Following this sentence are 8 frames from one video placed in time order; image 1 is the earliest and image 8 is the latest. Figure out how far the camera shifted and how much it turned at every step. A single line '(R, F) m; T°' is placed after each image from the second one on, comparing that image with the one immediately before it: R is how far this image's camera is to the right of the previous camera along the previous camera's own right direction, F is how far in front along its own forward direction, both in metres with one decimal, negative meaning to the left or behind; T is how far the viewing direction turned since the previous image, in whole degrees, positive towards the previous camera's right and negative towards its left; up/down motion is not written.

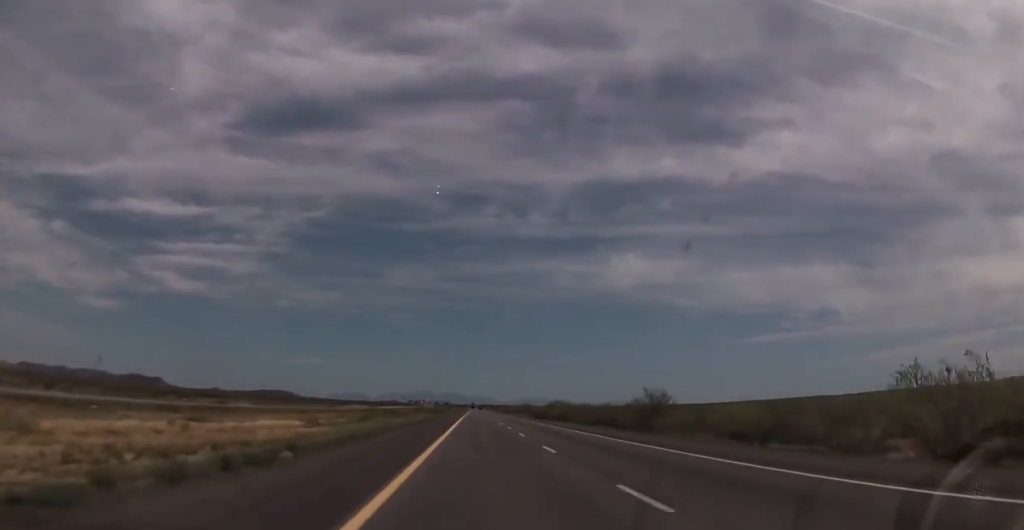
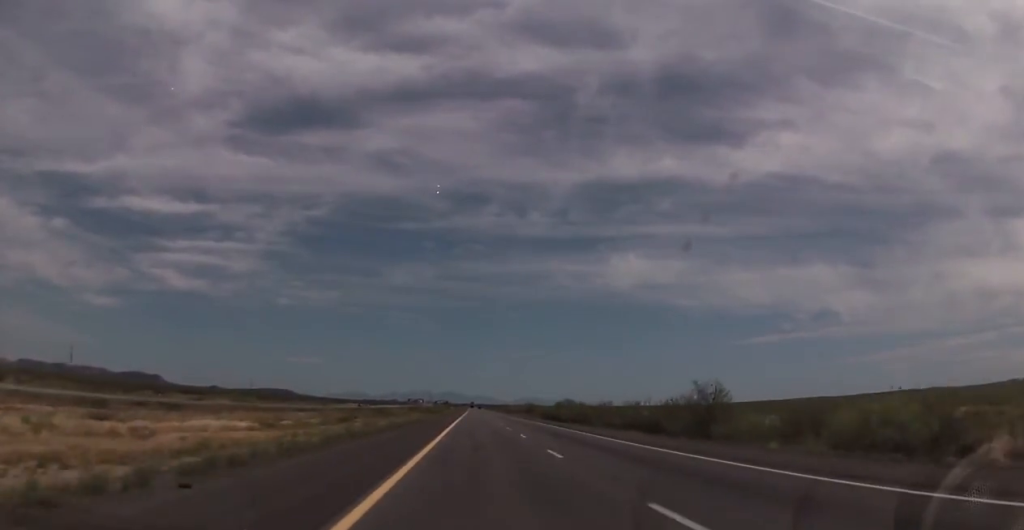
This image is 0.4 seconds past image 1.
(+0.1, +14.6) m; 0°
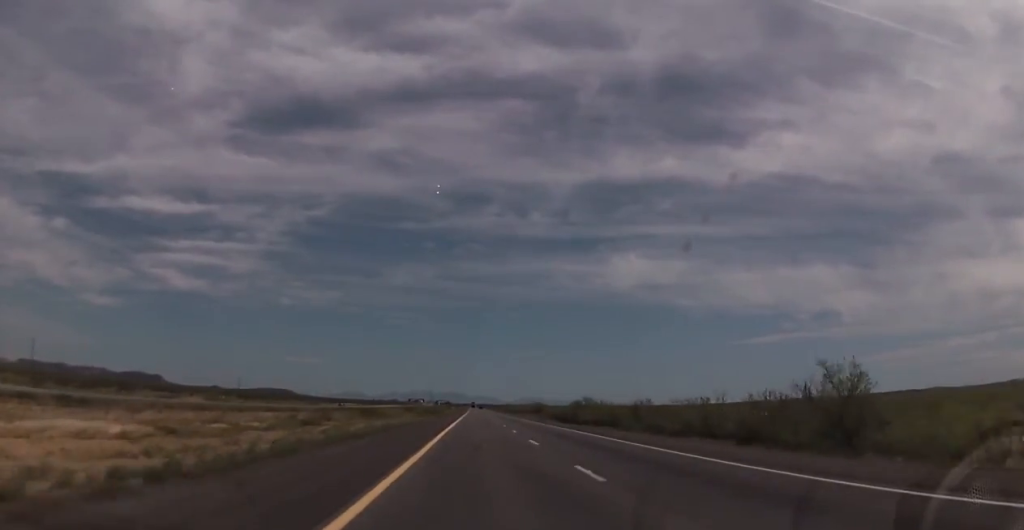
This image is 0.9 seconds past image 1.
(0.0, +18.3) m; 0°
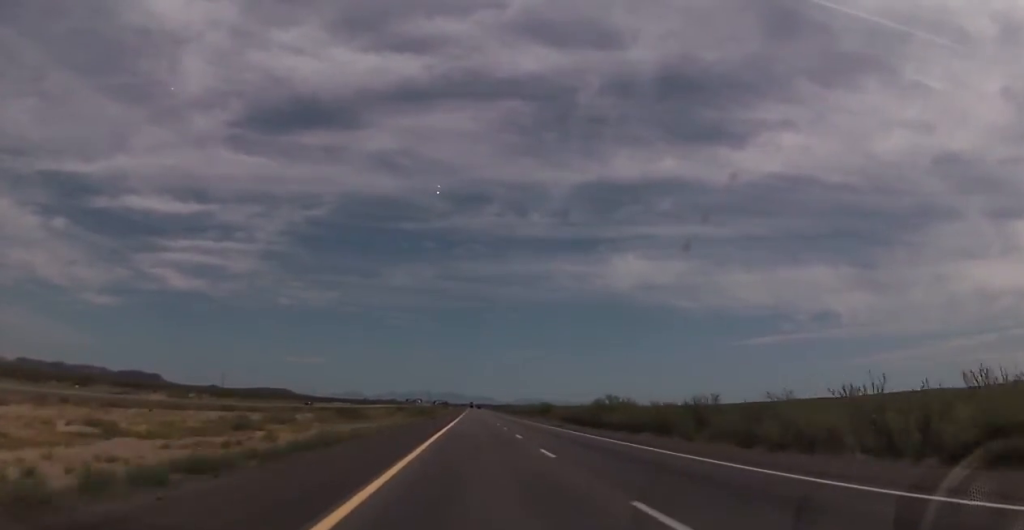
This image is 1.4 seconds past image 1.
(0.0, +18.3) m; 0°
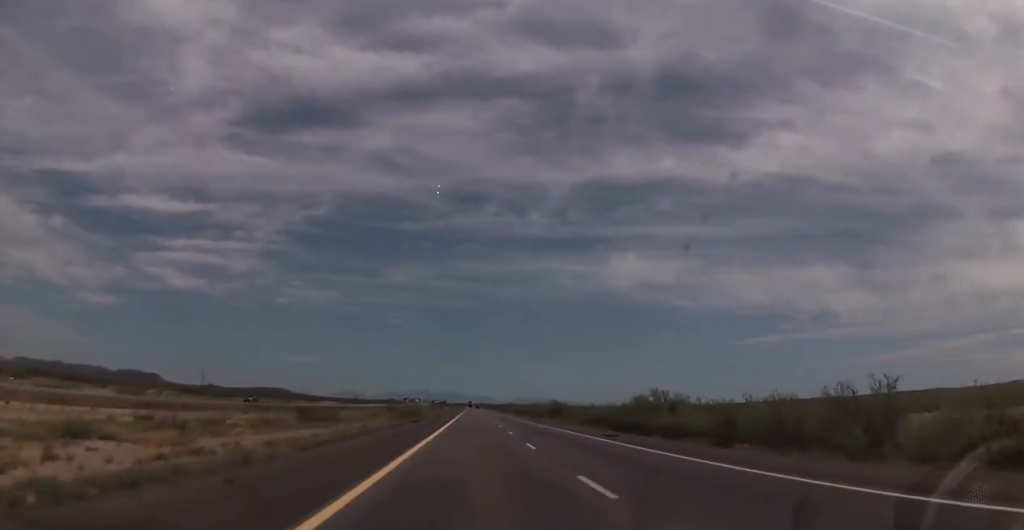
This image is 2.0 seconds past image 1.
(-0.1, +20.7) m; 0°
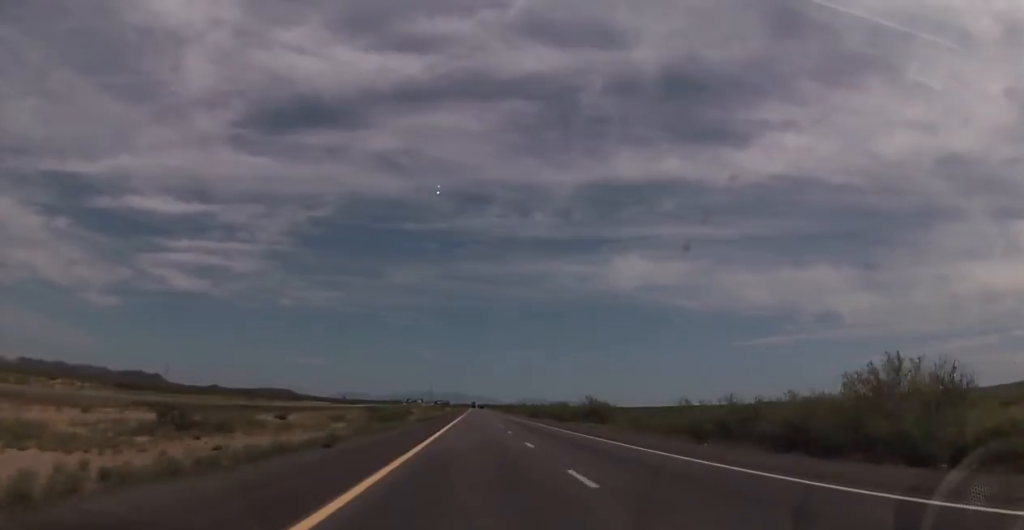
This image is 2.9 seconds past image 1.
(-0.1, +35.4) m; 0°
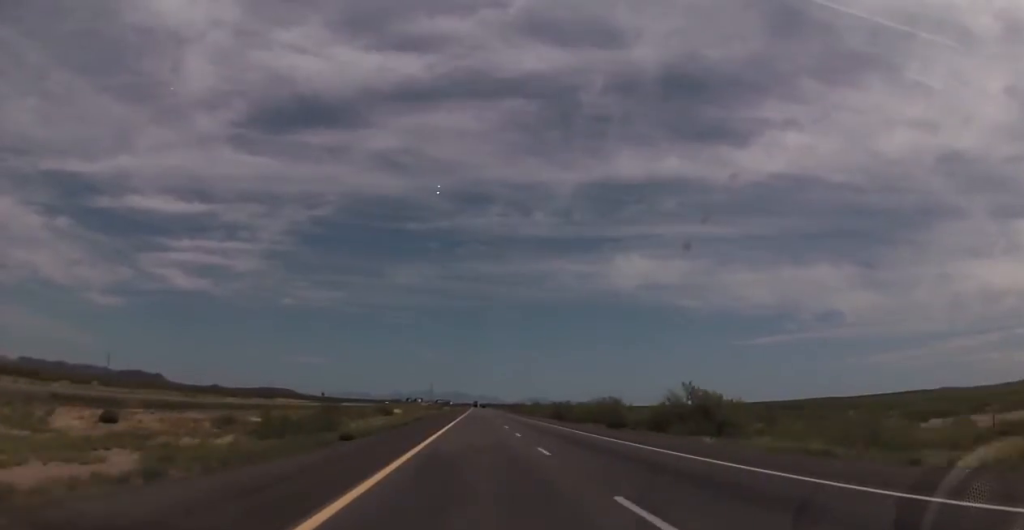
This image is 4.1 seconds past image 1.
(+0.3, +41.3) m; 0°
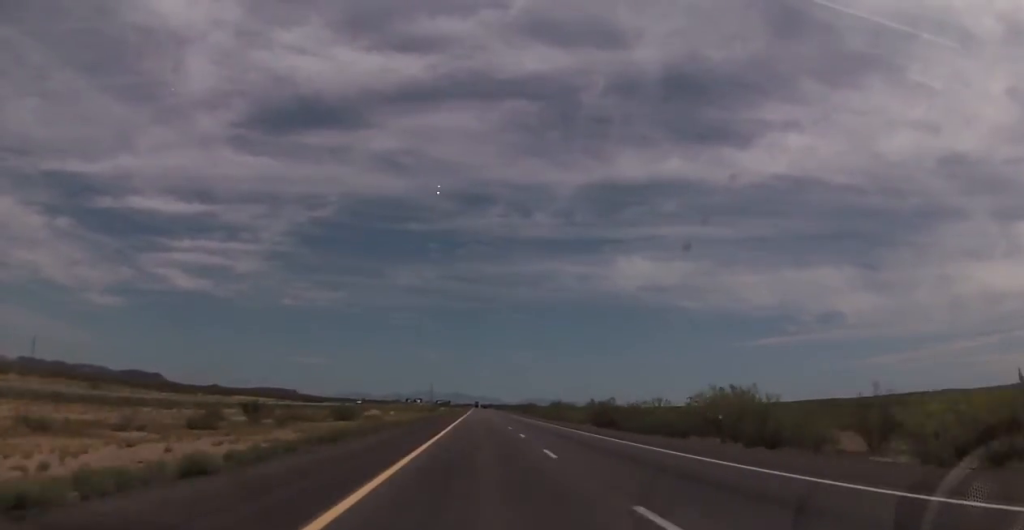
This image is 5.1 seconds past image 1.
(-0.4, +37.4) m; 0°
